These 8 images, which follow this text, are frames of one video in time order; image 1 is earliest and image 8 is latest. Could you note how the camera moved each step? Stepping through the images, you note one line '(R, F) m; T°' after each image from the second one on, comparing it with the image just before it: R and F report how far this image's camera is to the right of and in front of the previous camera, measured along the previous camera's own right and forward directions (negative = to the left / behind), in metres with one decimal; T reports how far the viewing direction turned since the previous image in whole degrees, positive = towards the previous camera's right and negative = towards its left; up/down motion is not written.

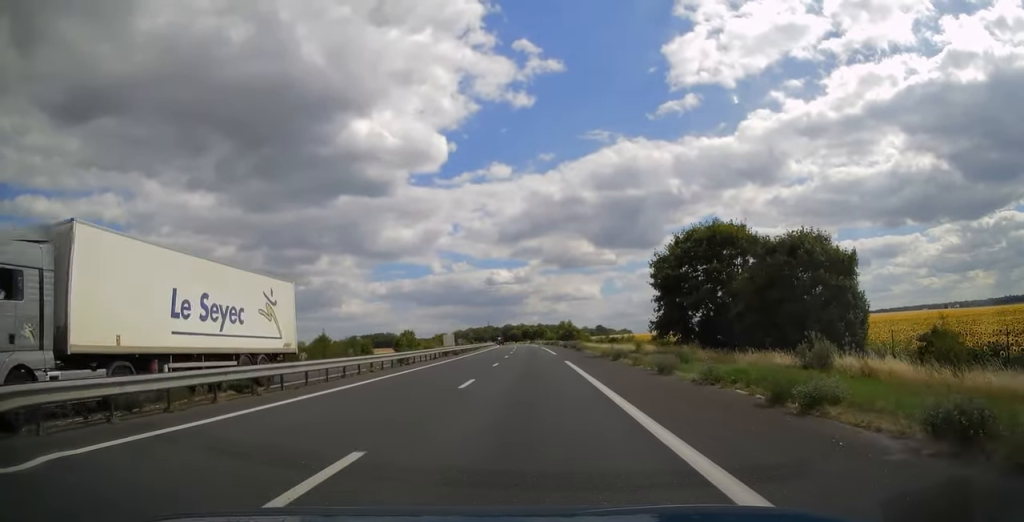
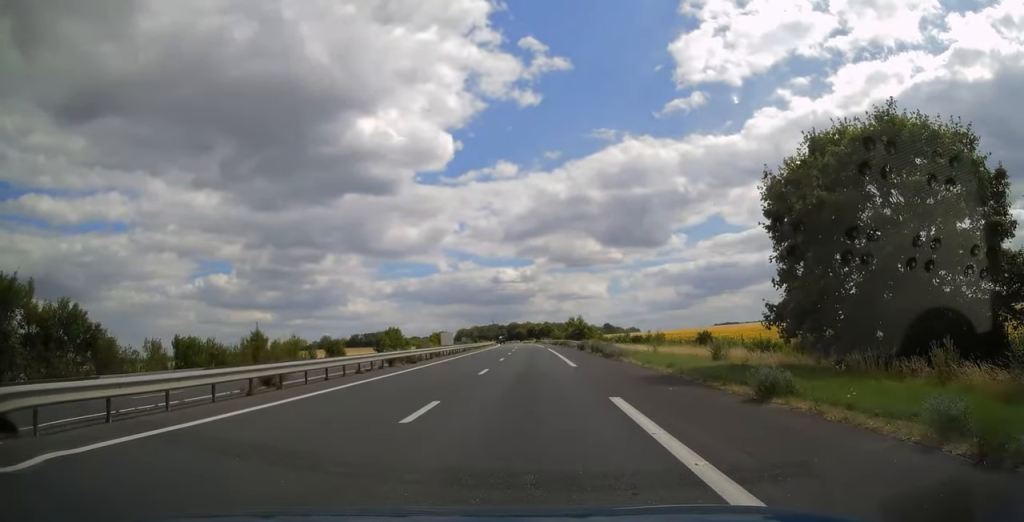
(-0.1, +20.1) m; 0°
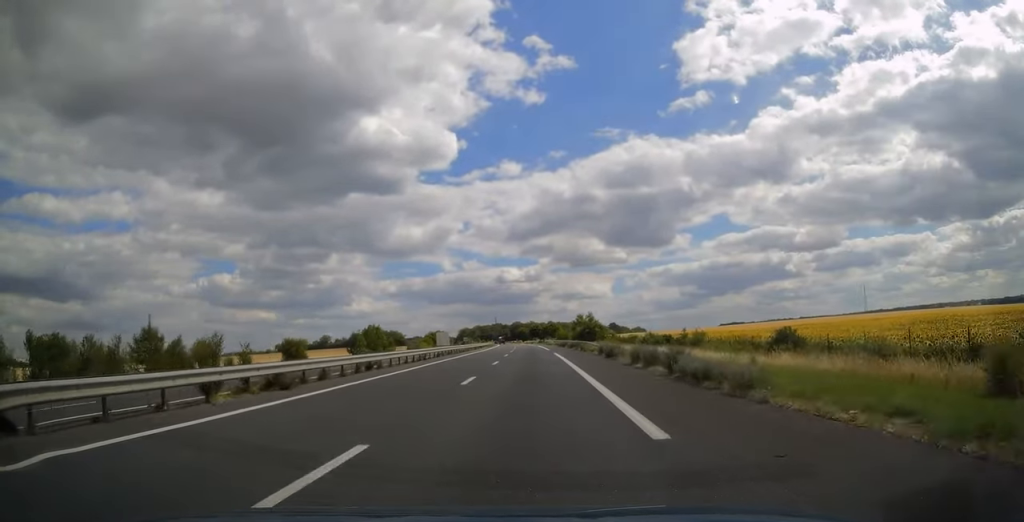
(-0.1, +18.2) m; 0°
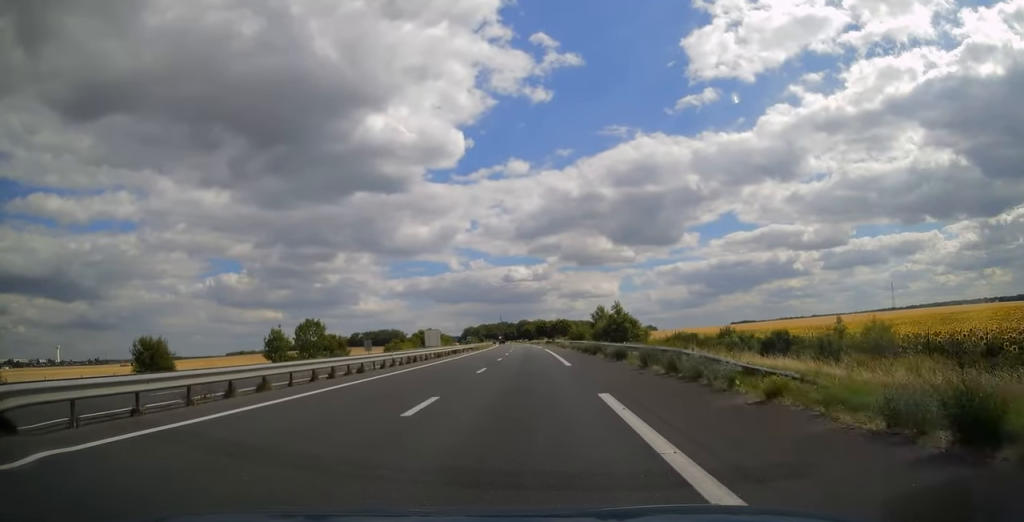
(-0.2, +33.0) m; -1°
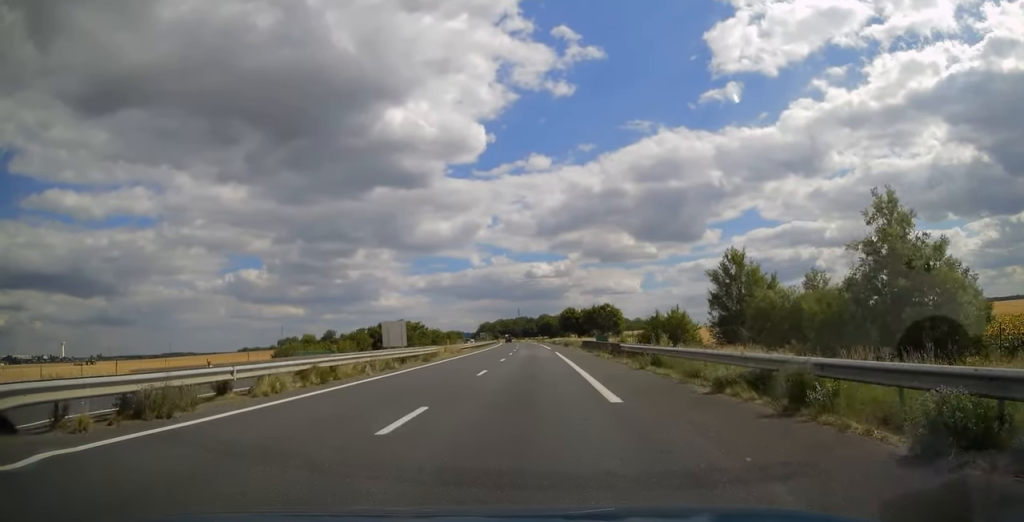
(-1.3, +67.1) m; -2°
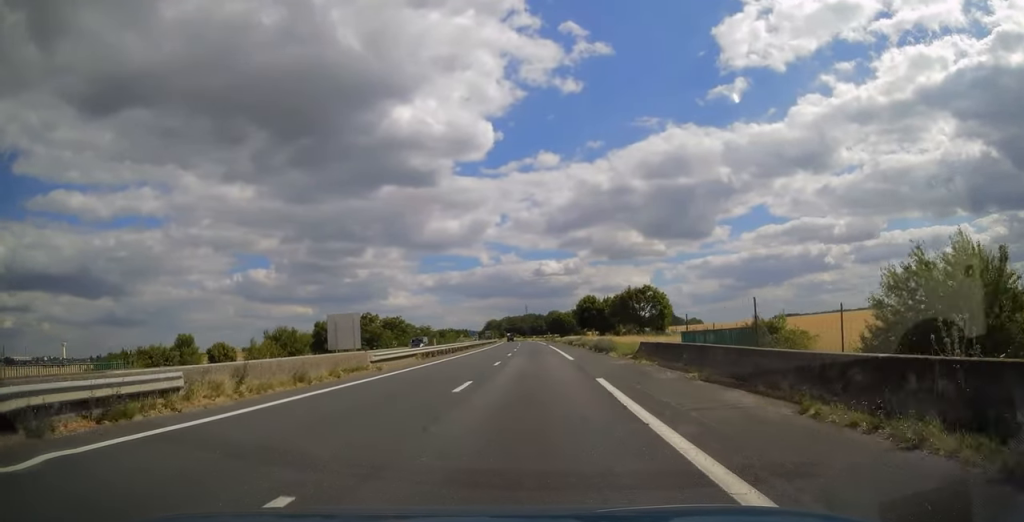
(-0.3, +33.0) m; -1°
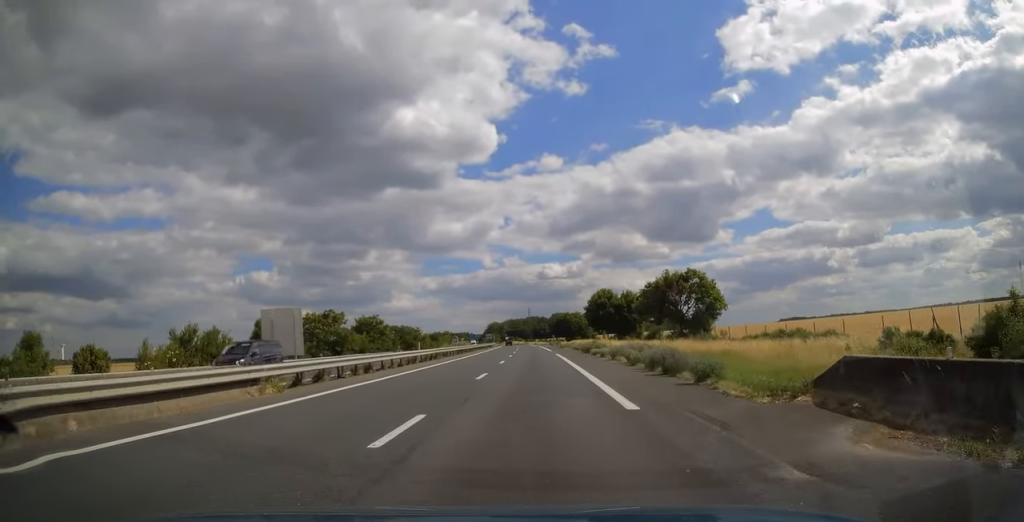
(-0.1, +20.2) m; 0°
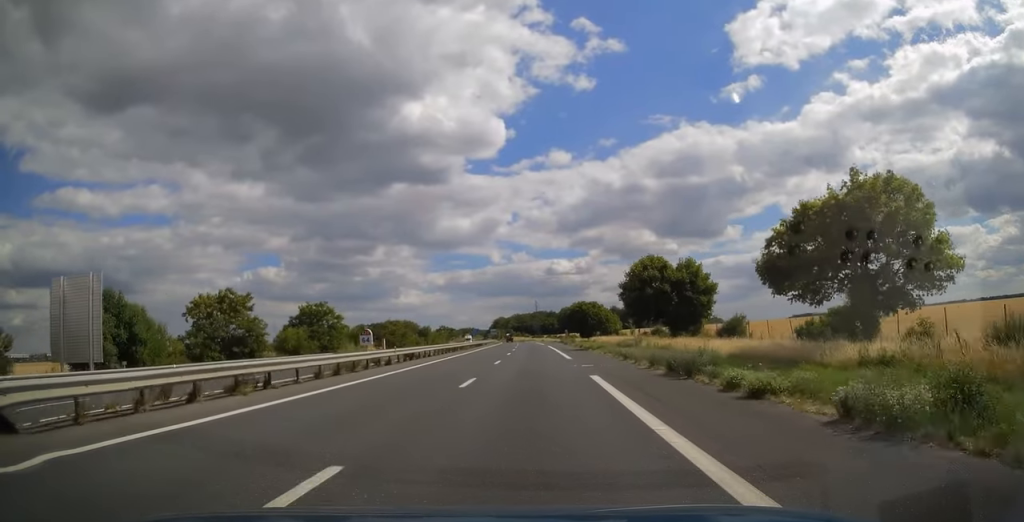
(-0.2, +30.5) m; -1°
